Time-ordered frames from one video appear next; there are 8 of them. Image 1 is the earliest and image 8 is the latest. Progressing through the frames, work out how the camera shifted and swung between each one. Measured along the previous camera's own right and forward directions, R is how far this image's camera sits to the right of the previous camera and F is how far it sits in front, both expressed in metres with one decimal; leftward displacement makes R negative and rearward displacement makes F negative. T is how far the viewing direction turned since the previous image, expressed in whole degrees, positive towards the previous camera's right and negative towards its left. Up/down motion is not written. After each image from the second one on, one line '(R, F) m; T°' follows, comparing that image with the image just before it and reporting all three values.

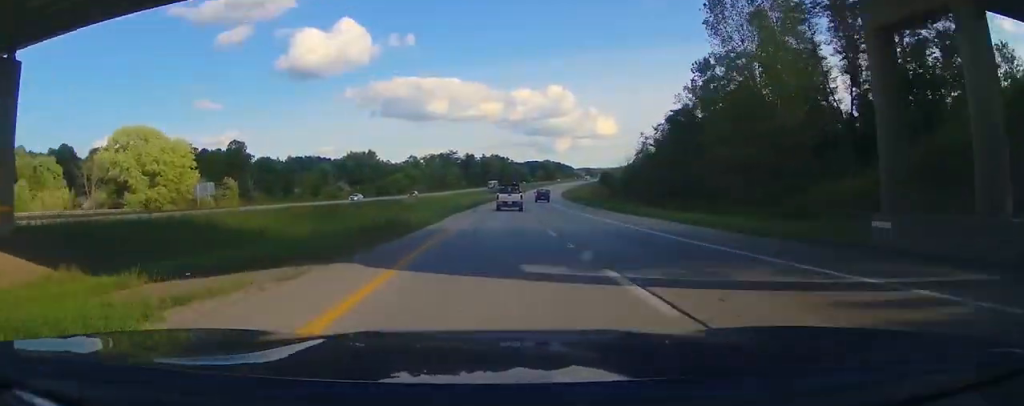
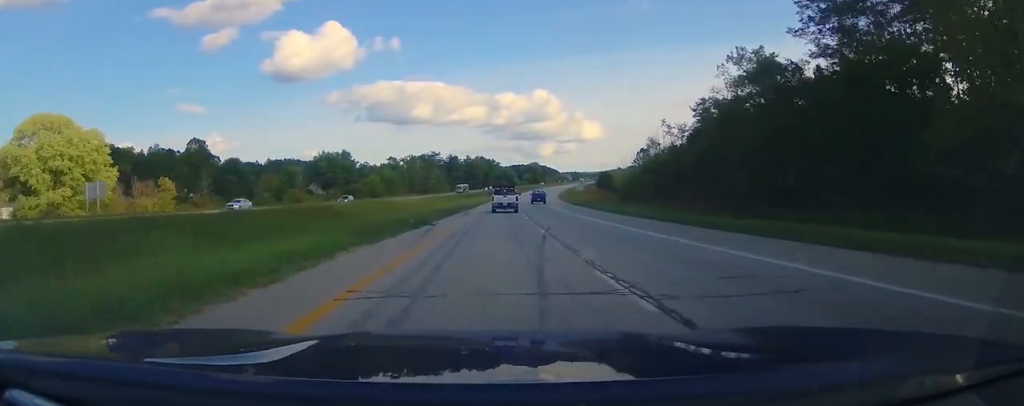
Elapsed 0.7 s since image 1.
(0.0, +24.3) m; 0°
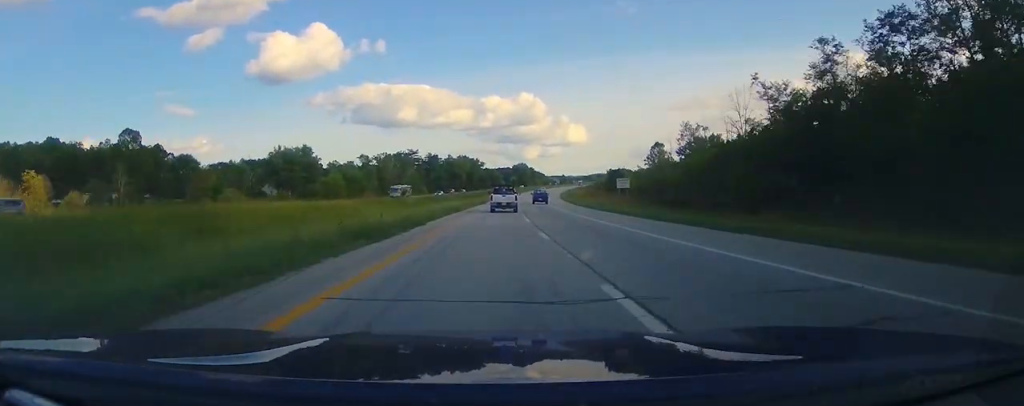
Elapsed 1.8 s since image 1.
(0.0, +38.3) m; 0°
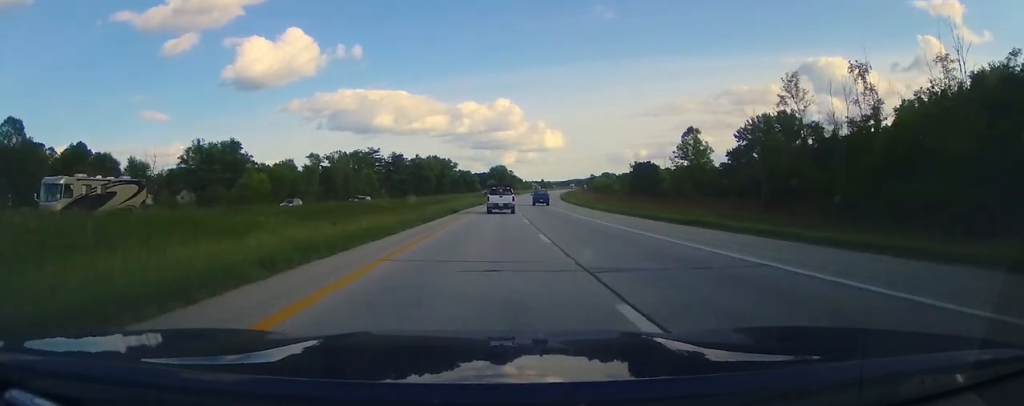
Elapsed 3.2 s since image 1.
(0.0, +50.0) m; 0°
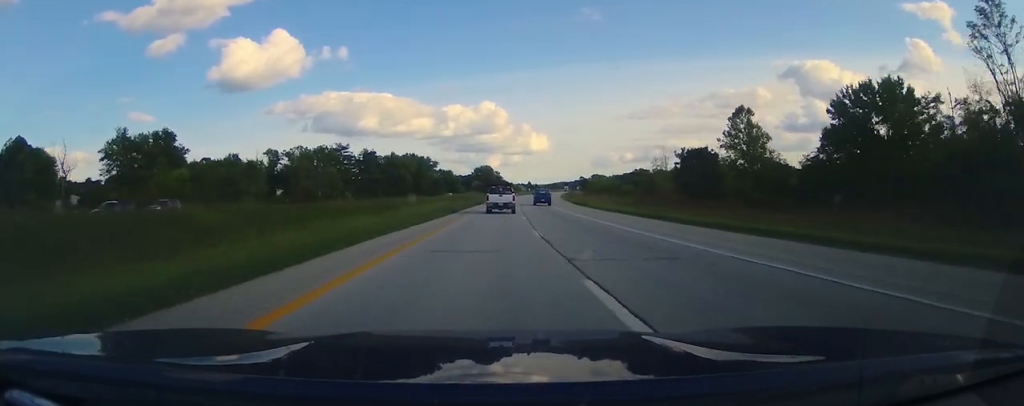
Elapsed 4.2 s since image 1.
(0.0, +34.9) m; 0°
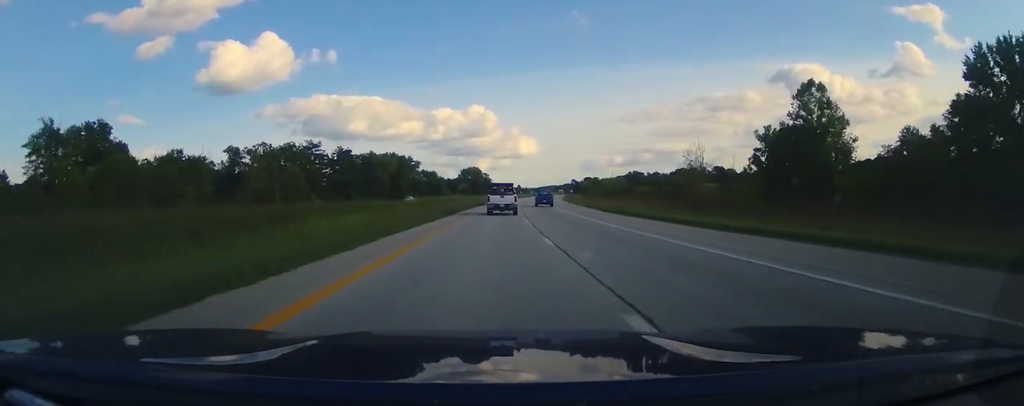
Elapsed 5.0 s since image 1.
(0.0, +26.8) m; 0°
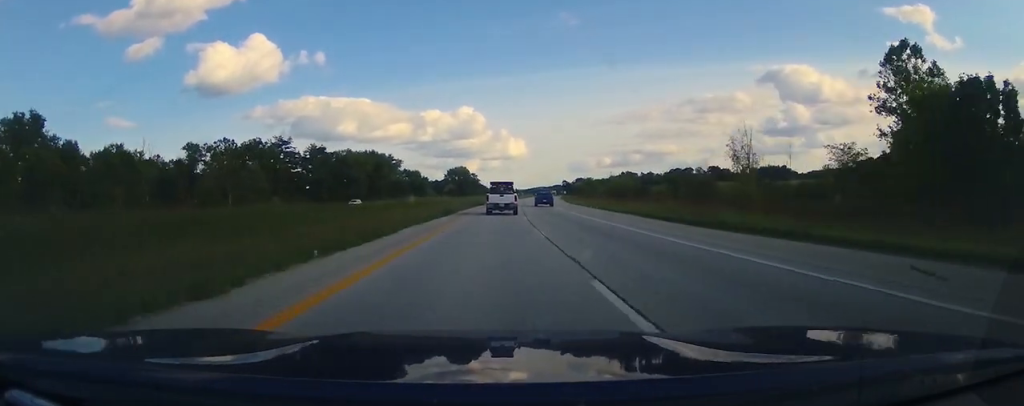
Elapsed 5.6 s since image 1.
(0.0, +22.1) m; +2°
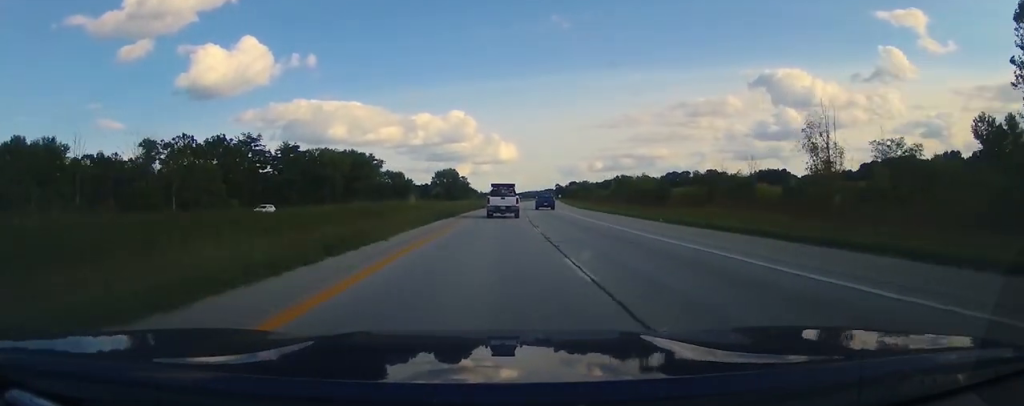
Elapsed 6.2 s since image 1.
(-0.3, +20.9) m; +2°
